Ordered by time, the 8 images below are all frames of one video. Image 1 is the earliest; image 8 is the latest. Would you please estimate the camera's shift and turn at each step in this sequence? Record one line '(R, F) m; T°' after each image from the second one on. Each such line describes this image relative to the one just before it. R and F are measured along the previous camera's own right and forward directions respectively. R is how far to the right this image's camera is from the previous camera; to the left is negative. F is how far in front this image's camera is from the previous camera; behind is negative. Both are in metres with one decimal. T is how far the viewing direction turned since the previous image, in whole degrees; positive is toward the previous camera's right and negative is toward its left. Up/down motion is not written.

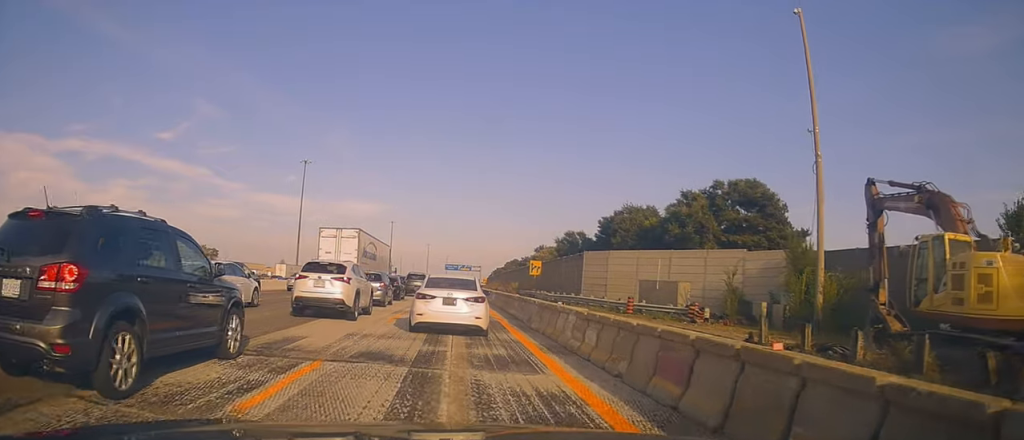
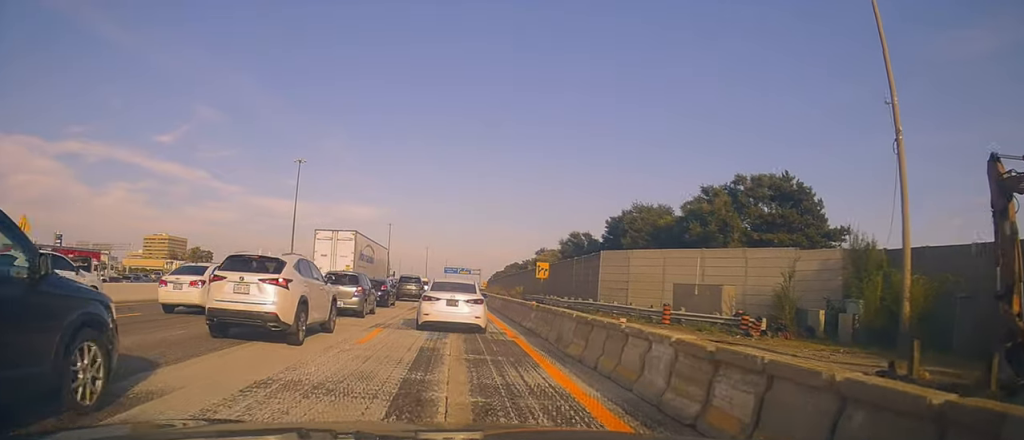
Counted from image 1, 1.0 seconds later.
(+0.2, +5.6) m; 0°
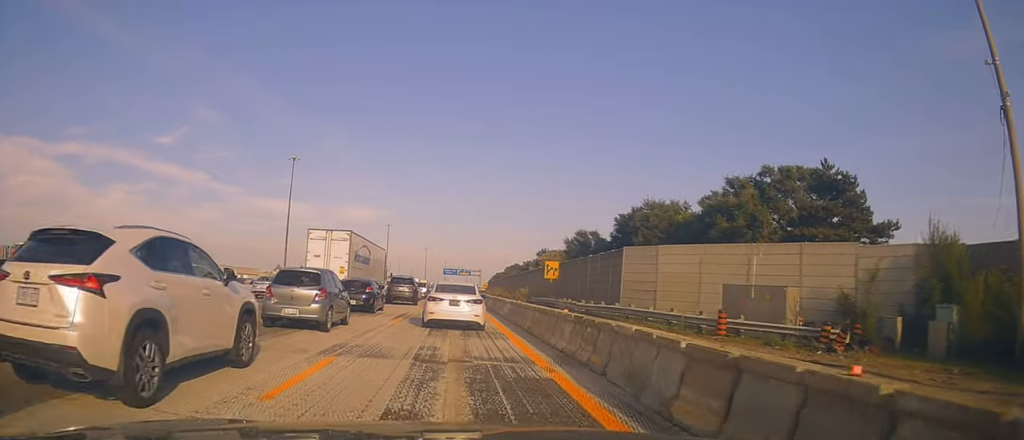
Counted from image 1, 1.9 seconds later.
(-0.3, +4.6) m; 0°
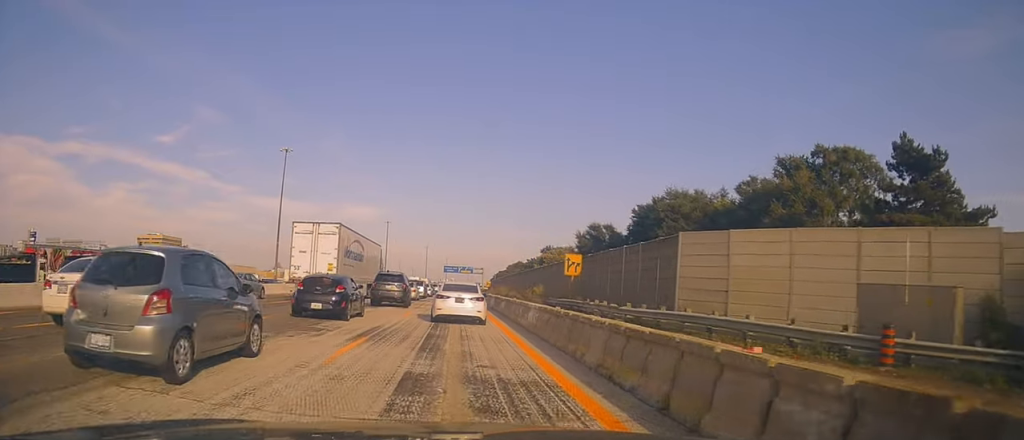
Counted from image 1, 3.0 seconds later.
(+0.4, +7.1) m; 0°
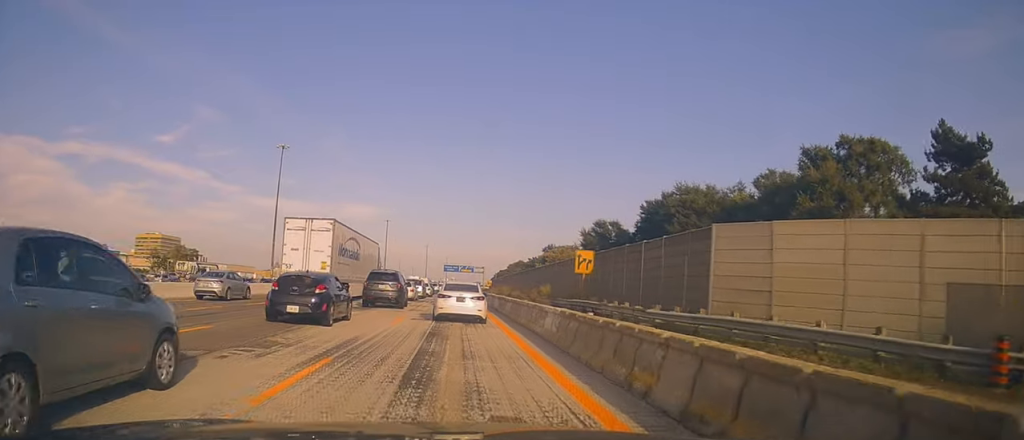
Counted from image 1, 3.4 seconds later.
(-0.1, +3.1) m; -1°
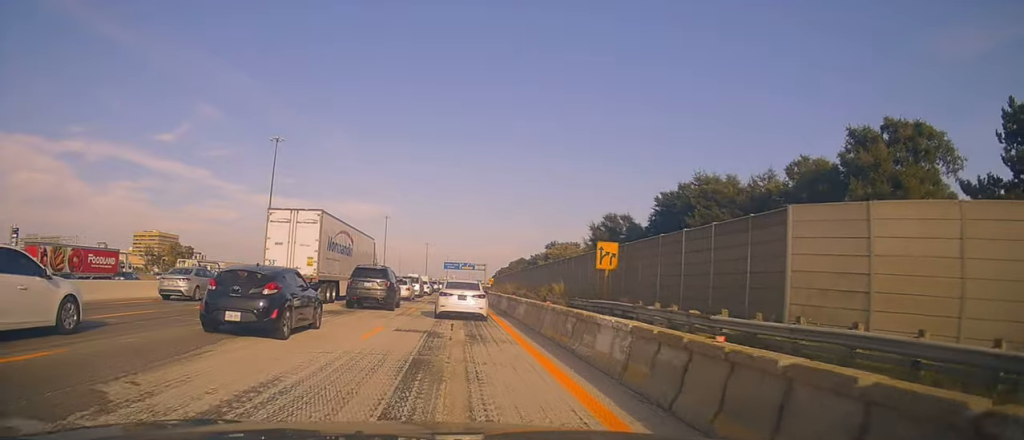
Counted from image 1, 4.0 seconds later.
(-0.1, +4.9) m; -1°
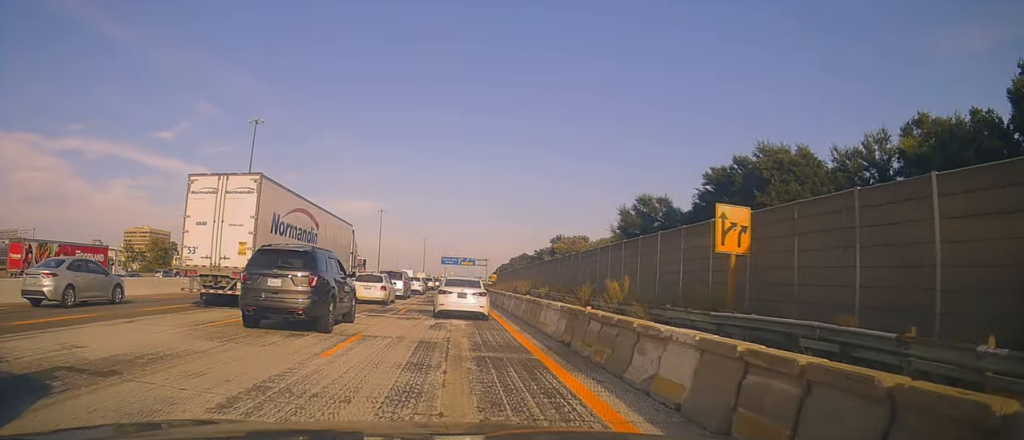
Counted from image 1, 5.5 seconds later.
(+0.1, +14.0) m; +3°
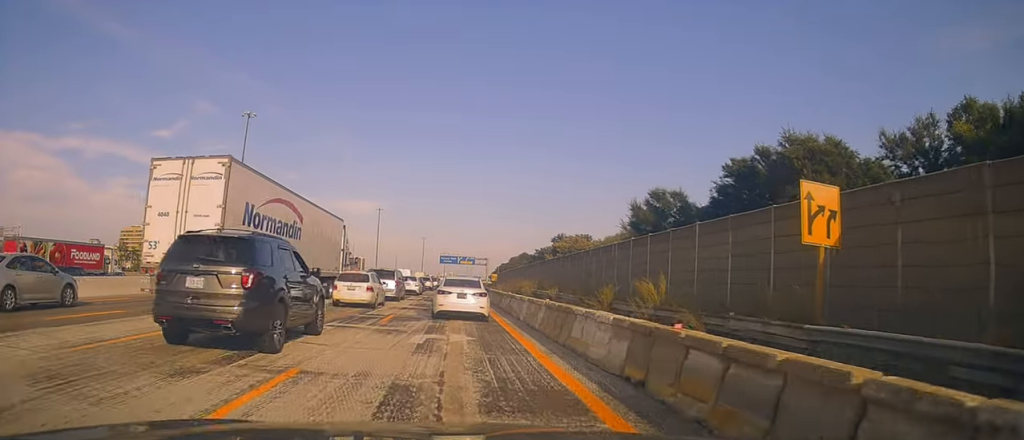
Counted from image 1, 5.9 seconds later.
(0.0, +4.7) m; +1°
